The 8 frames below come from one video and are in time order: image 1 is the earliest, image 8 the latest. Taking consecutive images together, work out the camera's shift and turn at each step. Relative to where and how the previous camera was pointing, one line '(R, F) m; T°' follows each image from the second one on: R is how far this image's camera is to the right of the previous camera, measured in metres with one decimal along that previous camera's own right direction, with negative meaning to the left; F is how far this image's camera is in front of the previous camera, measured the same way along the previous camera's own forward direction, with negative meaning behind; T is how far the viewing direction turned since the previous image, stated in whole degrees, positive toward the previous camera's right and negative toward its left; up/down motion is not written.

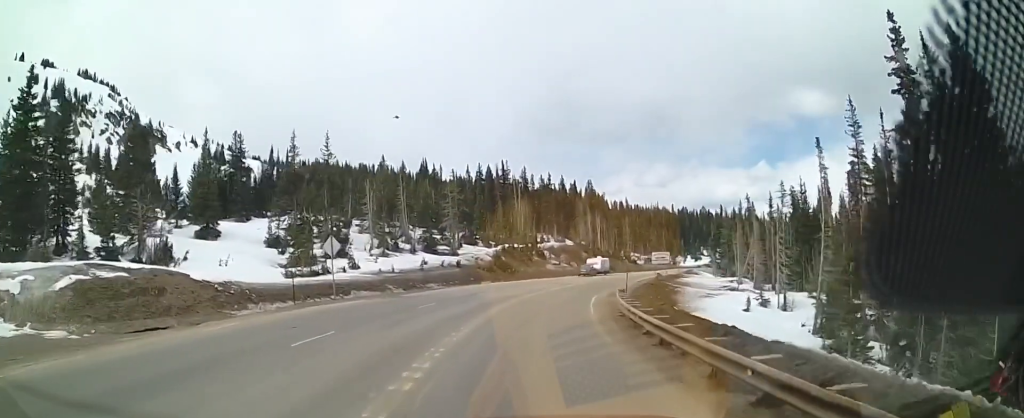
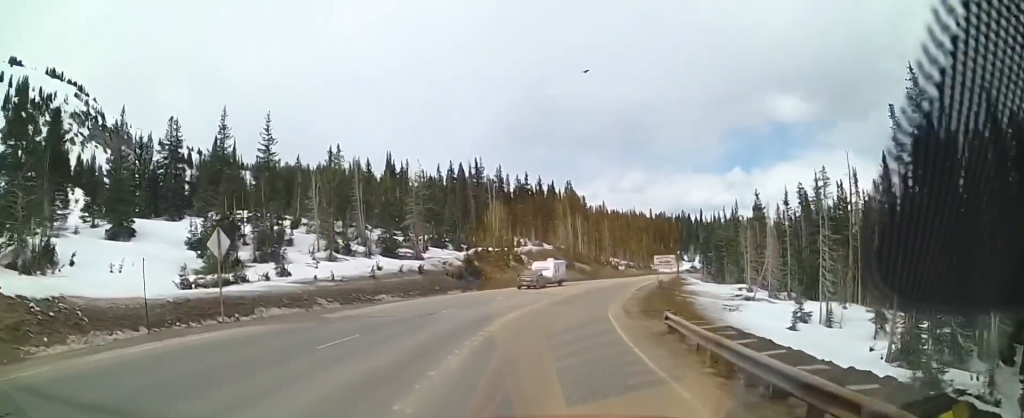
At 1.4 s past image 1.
(+0.4, +12.1) m; +5°
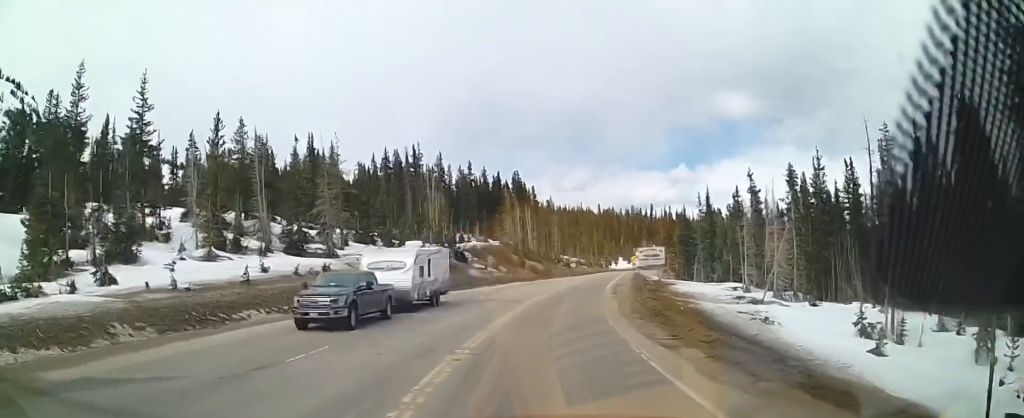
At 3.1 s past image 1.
(+0.4, +13.8) m; +3°
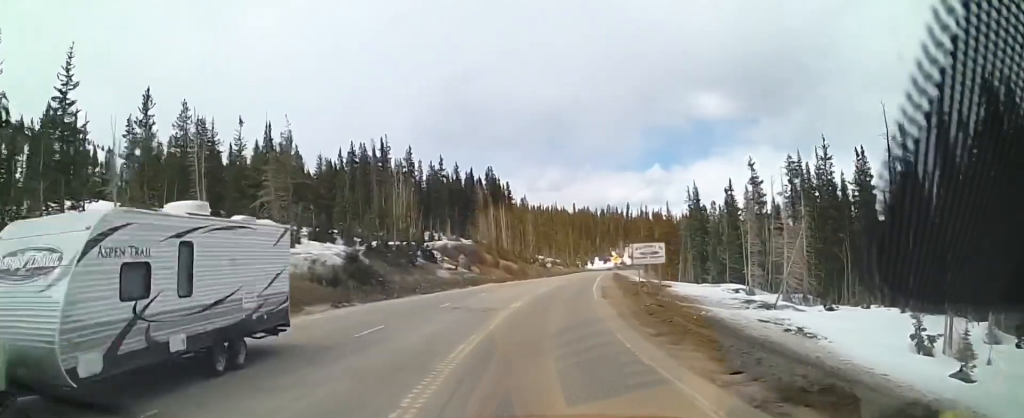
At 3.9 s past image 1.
(+0.4, +6.6) m; +5°
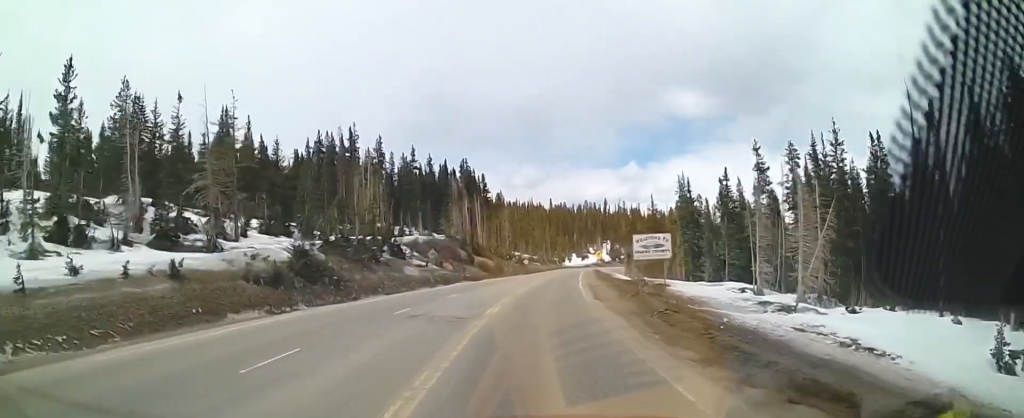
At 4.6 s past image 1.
(+0.3, +6.2) m; +3°
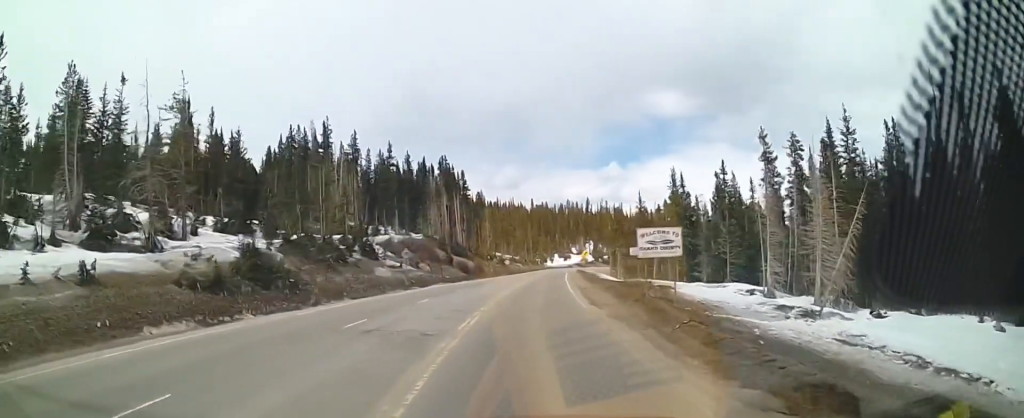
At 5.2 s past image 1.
(+0.1, +4.9) m; +2°
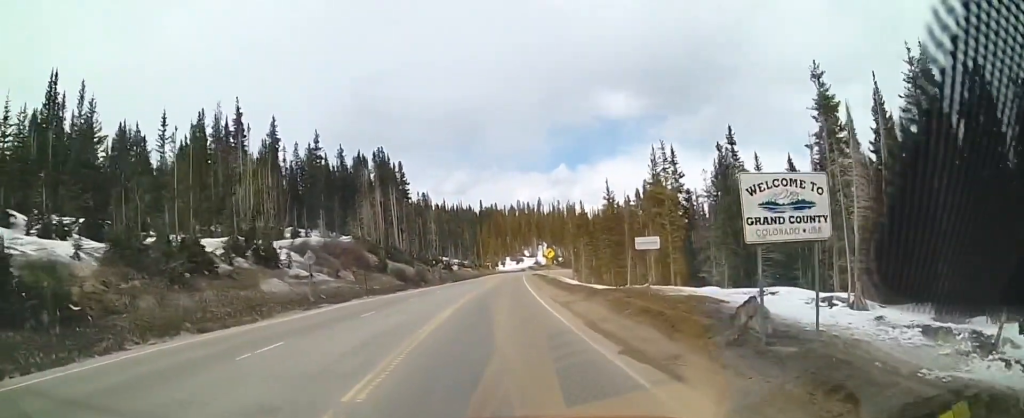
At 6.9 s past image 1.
(+0.6, +15.7) m; +6°
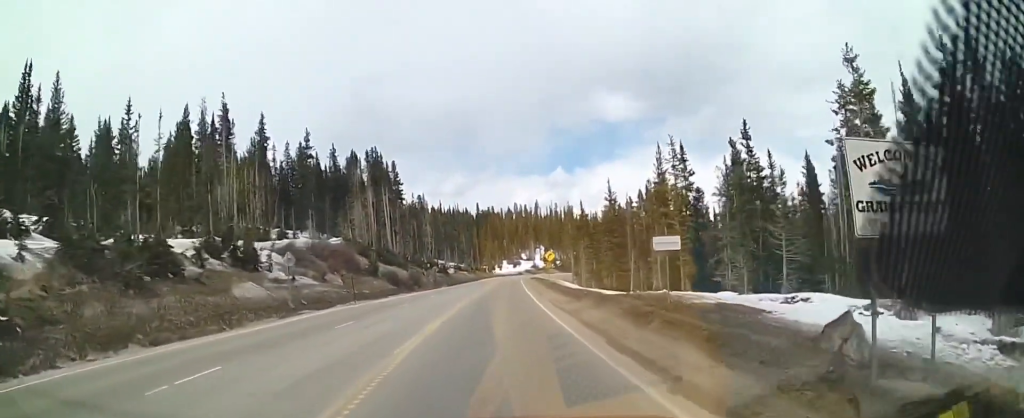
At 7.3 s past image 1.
(+0.1, +3.7) m; +1°
